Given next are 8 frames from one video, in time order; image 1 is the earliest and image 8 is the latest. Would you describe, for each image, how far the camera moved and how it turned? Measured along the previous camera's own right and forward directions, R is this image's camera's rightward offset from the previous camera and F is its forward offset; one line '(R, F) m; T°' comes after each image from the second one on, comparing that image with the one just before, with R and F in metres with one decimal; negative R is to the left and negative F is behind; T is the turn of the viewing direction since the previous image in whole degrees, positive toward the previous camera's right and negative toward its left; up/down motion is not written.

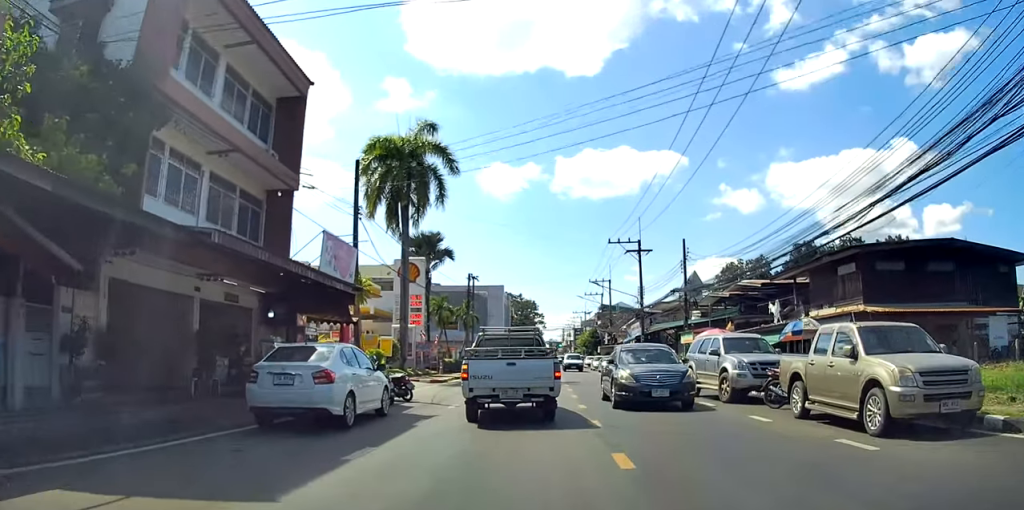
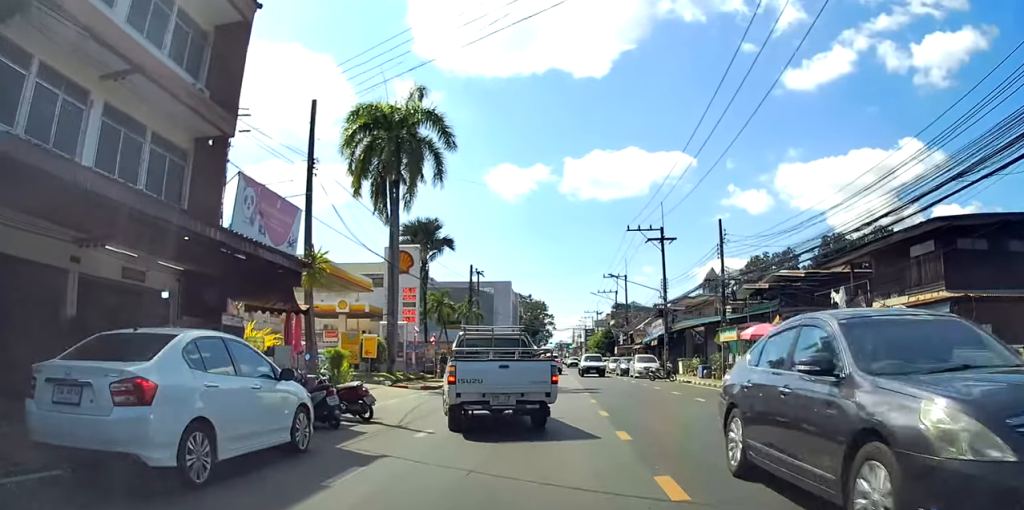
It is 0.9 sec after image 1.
(+0.2, +5.6) m; +2°
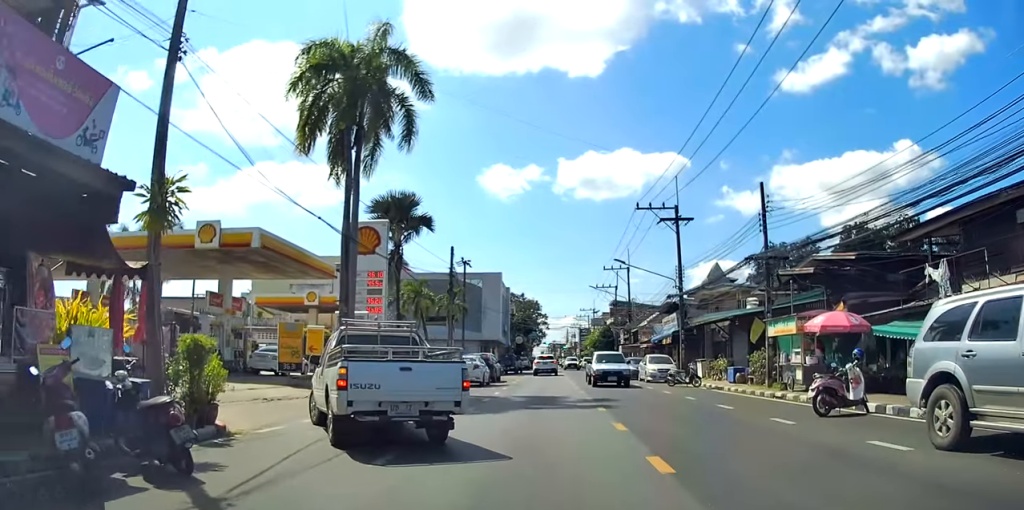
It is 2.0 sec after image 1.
(+0.1, +7.4) m; -4°
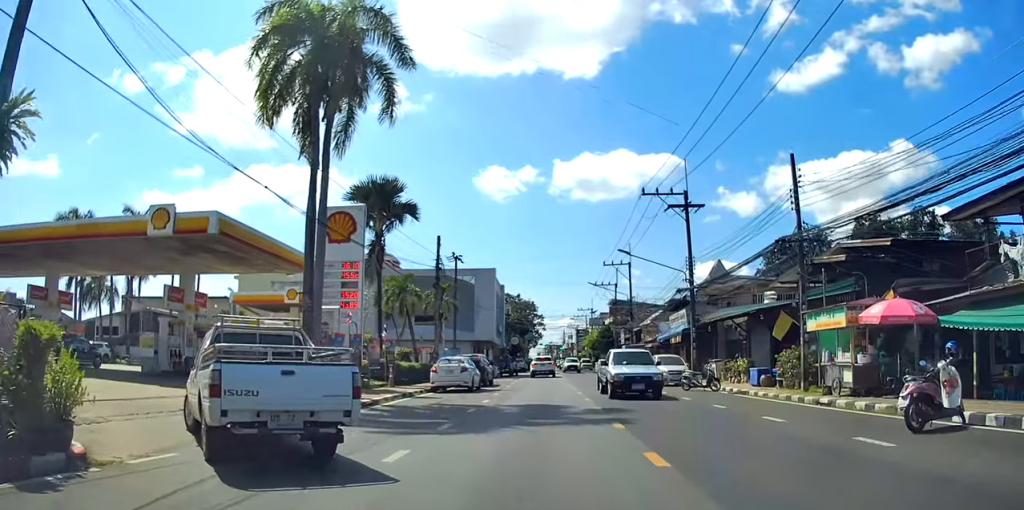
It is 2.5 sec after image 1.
(-0.2, +3.9) m; -3°
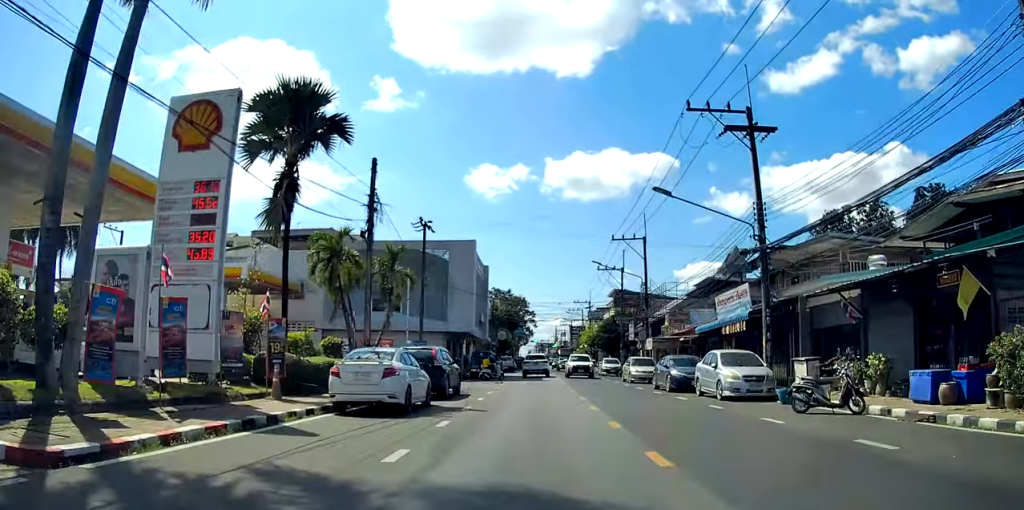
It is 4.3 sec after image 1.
(-0.4, +12.8) m; +1°
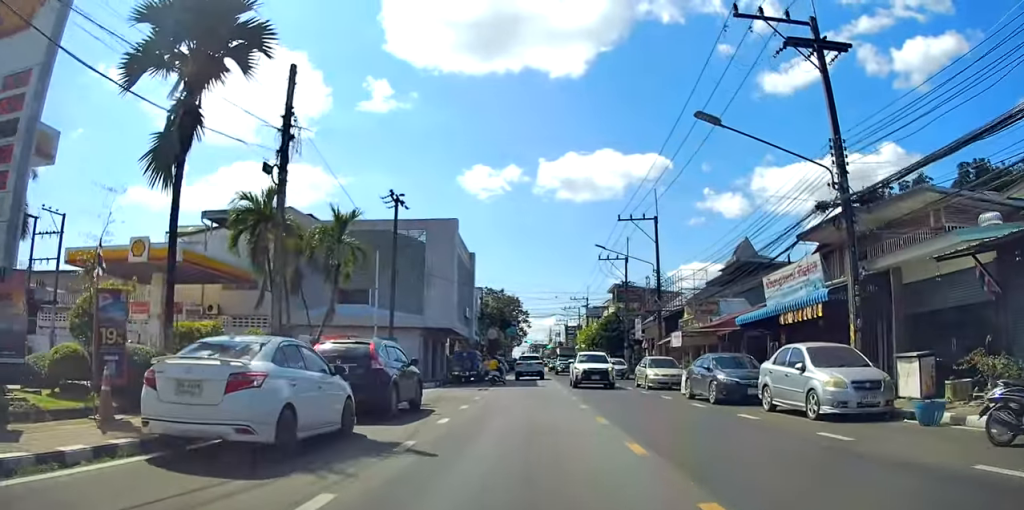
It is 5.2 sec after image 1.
(+0.2, +6.9) m; +1°
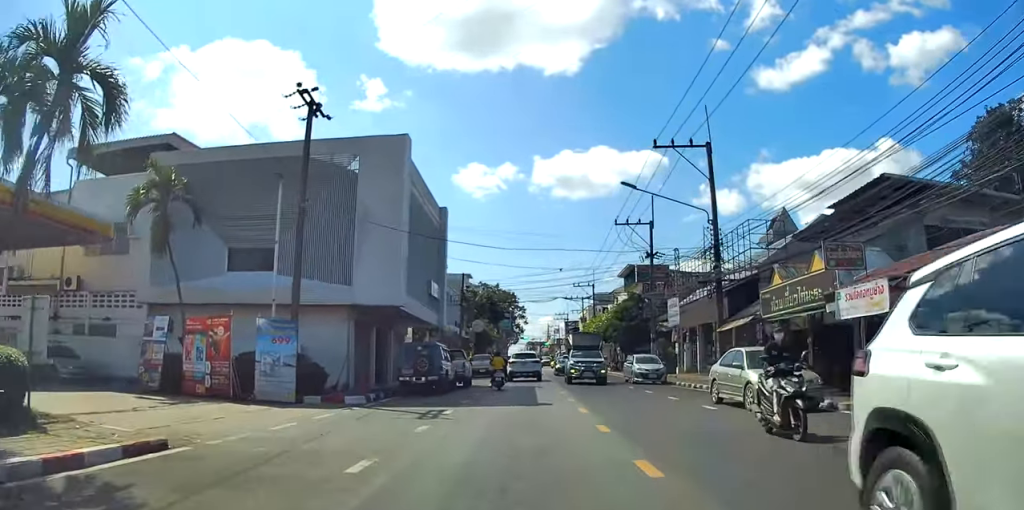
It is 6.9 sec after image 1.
(-0.8, +13.6) m; -7°
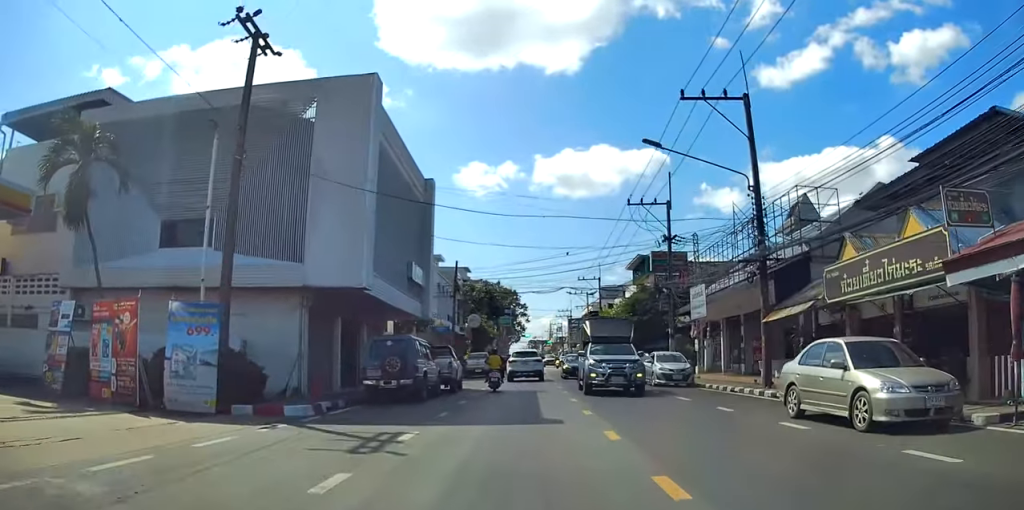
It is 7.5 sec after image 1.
(-0.1, +5.0) m; -1°
